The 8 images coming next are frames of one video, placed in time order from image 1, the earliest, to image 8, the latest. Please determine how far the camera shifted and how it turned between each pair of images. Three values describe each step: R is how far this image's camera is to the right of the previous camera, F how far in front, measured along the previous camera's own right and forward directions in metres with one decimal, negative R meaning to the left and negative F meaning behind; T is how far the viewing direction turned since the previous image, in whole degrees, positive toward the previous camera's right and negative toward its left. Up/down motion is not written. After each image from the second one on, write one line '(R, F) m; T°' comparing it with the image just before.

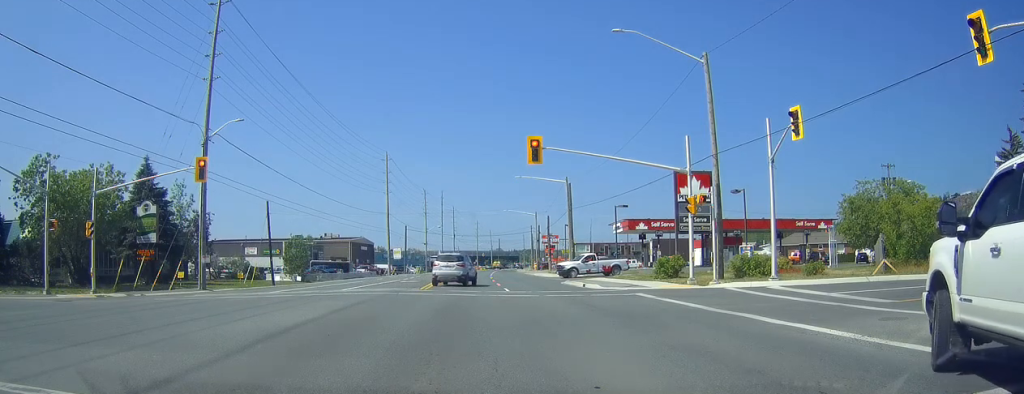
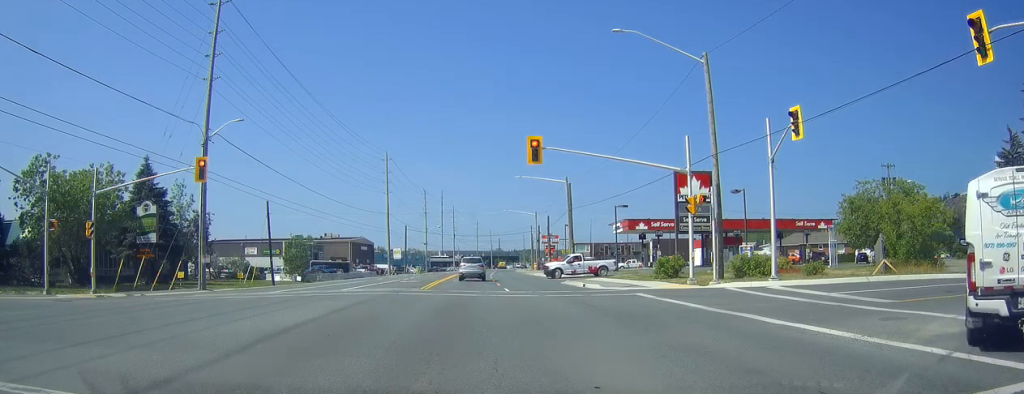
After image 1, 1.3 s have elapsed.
(0.0, 0.0) m; 0°
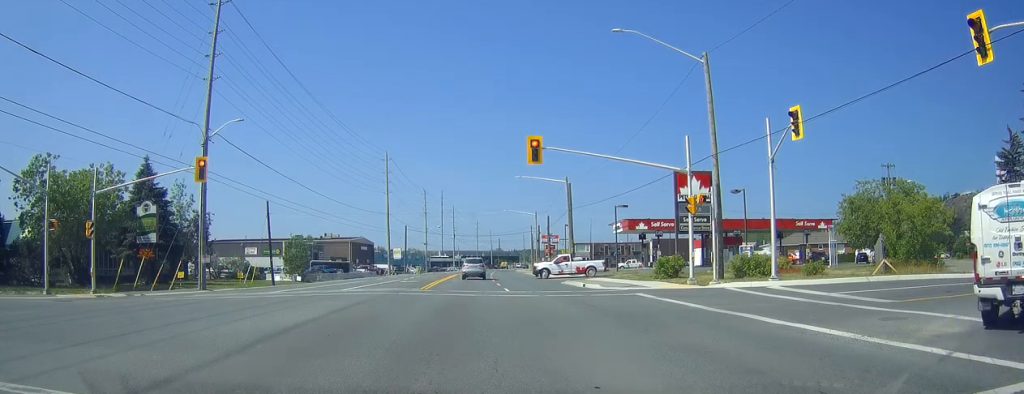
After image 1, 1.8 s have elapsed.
(0.0, 0.0) m; 0°
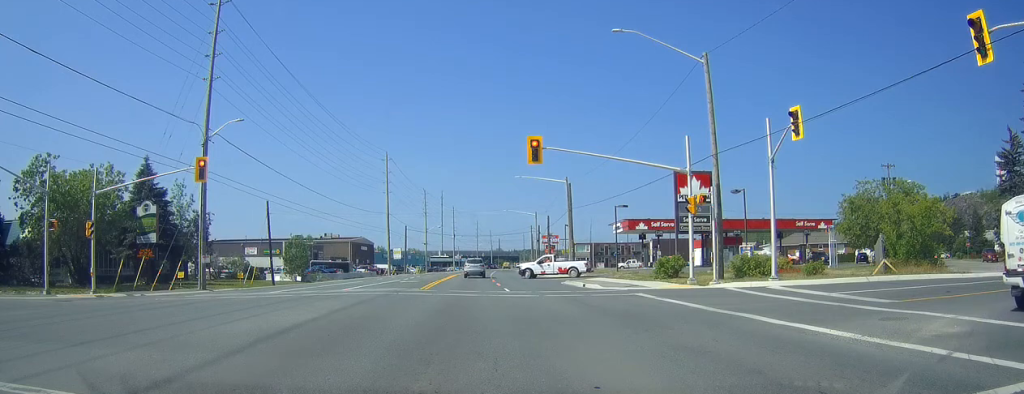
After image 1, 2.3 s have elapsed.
(0.0, 0.0) m; 0°
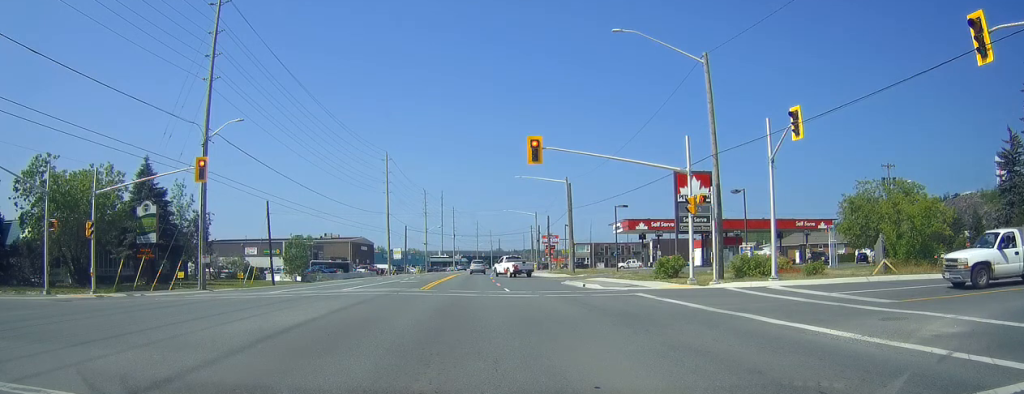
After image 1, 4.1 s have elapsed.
(0.0, 0.0) m; 0°
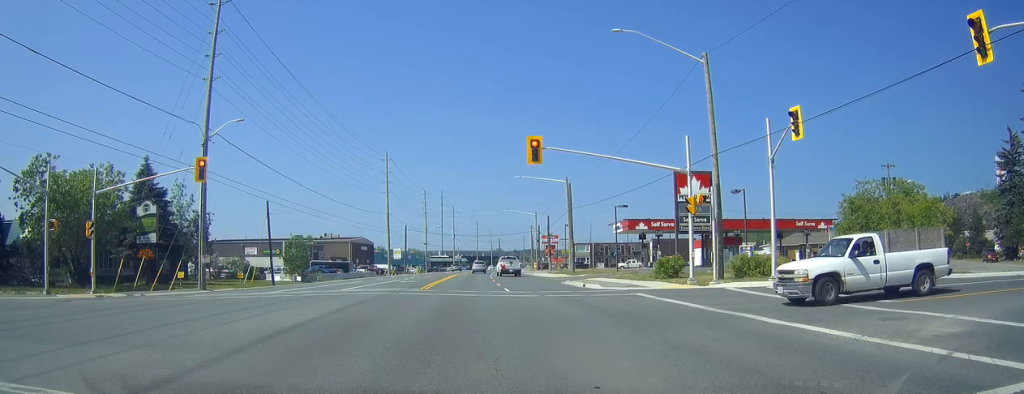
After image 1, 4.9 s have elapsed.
(0.0, 0.0) m; 0°
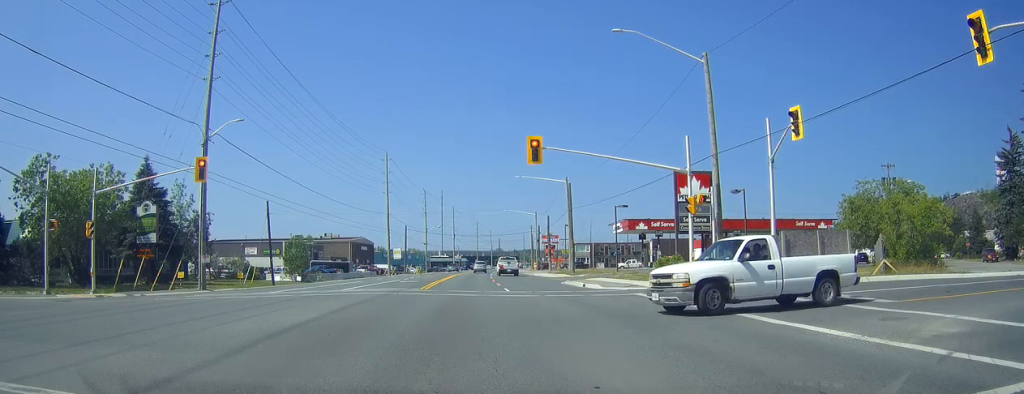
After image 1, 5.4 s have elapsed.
(0.0, 0.0) m; 0°
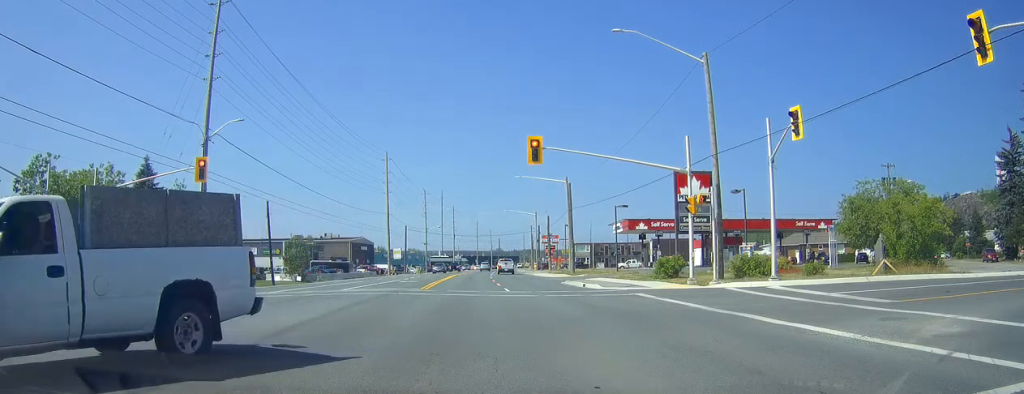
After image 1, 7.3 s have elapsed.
(0.0, 0.0) m; 0°
